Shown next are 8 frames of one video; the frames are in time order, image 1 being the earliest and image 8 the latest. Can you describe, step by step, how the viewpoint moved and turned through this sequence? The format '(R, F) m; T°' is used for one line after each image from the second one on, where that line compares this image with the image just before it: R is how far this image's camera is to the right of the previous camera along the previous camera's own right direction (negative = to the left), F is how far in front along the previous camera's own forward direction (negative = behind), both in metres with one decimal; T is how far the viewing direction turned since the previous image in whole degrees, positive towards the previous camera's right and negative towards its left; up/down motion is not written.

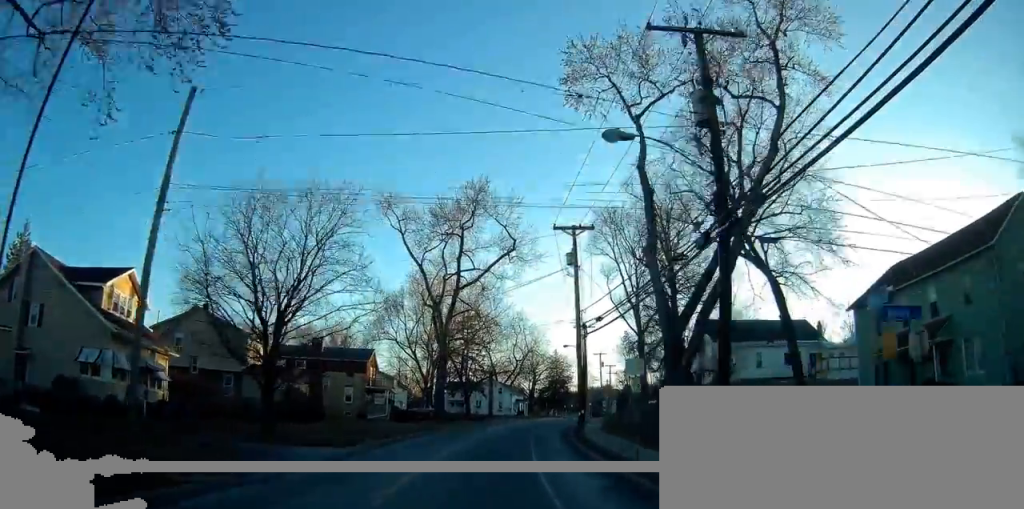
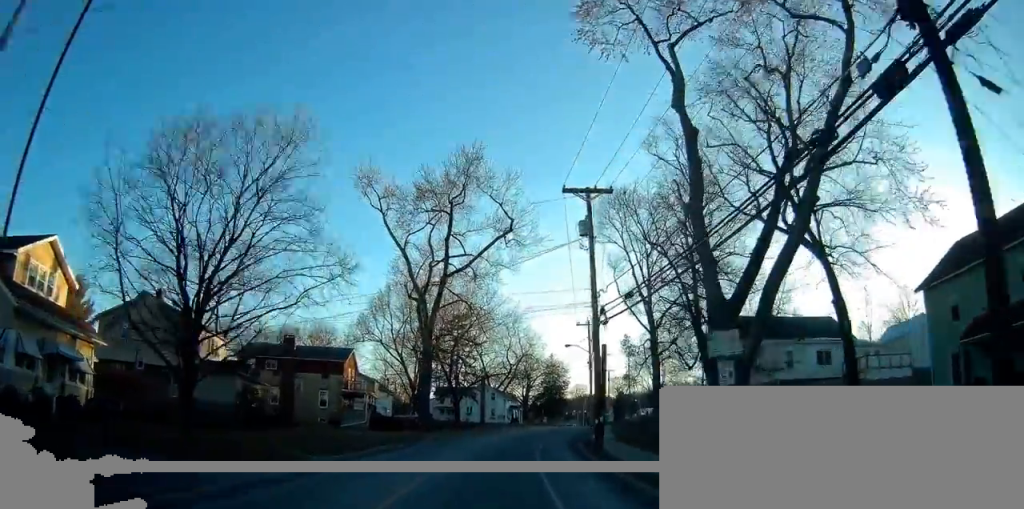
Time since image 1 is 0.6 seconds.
(-0.3, +7.2) m; -1°
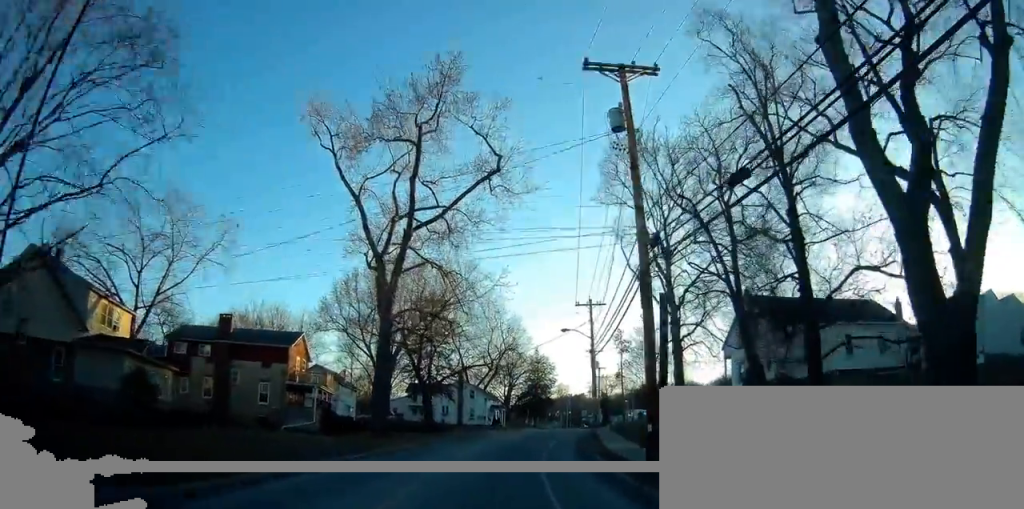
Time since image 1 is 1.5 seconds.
(+0.2, +10.9) m; +2°
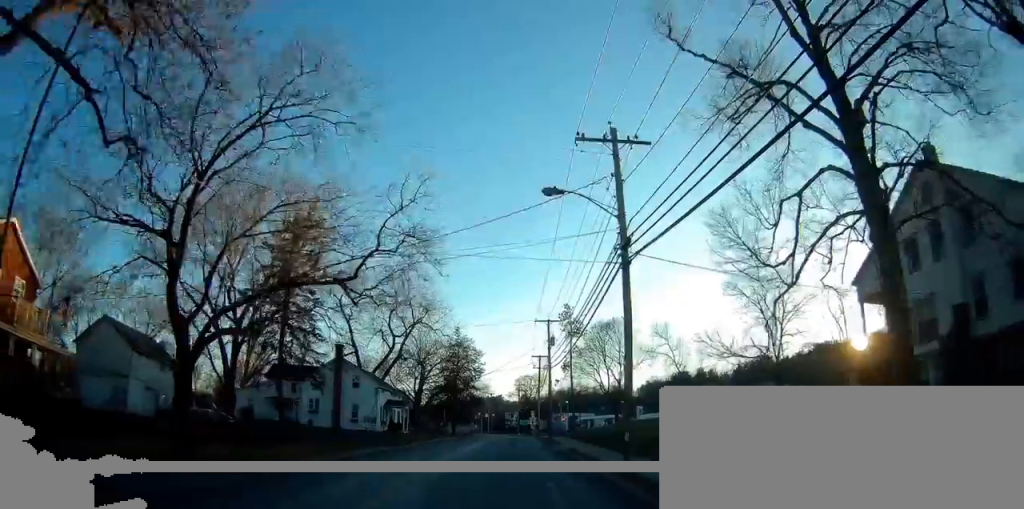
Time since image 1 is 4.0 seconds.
(+1.8, +28.5) m; +8°
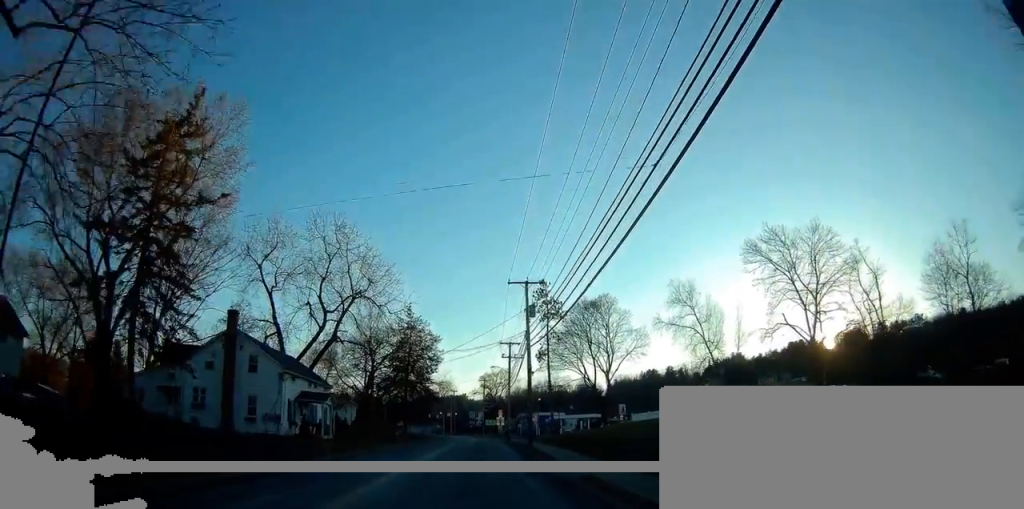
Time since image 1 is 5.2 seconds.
(+0.7, +15.0) m; +3°
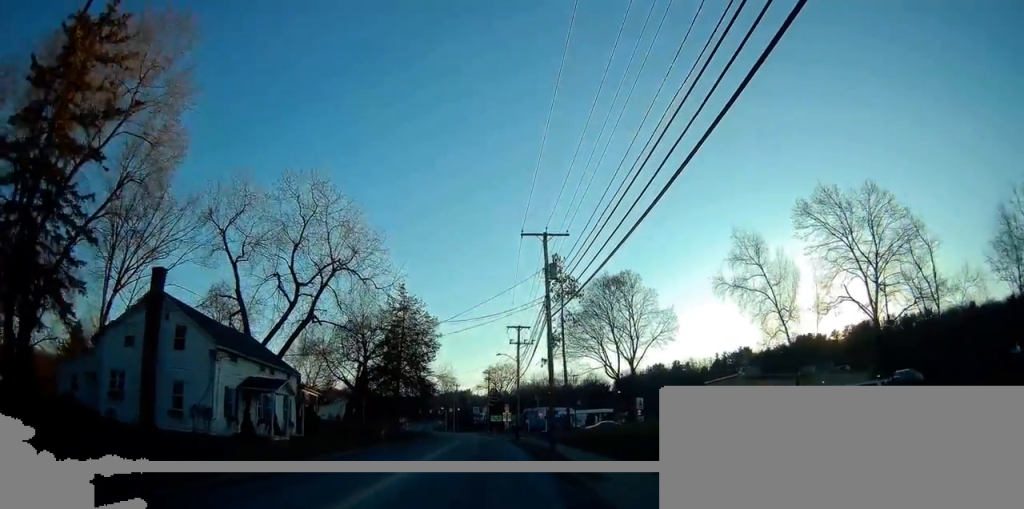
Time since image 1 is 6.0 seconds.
(0.0, +9.4) m; 0°
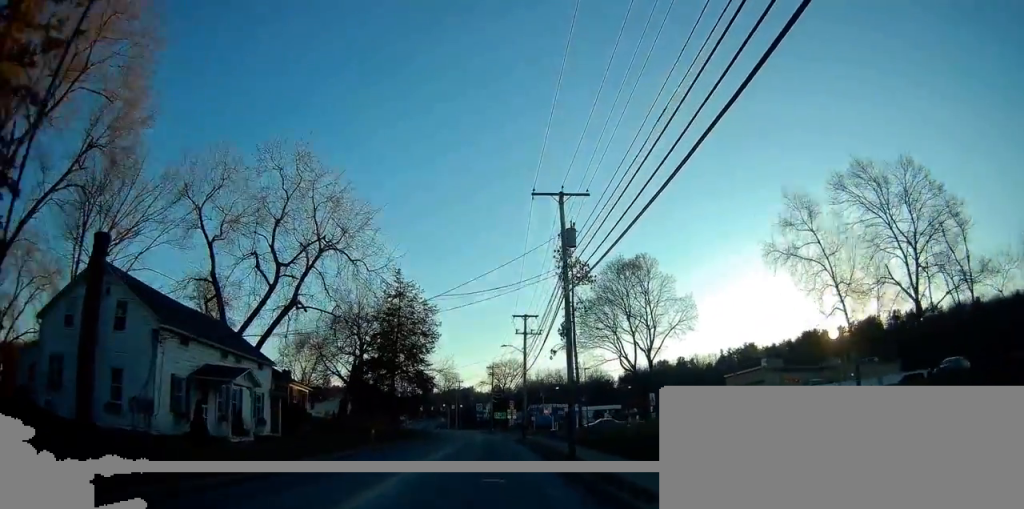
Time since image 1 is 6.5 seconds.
(-0.1, +5.0) m; 0°
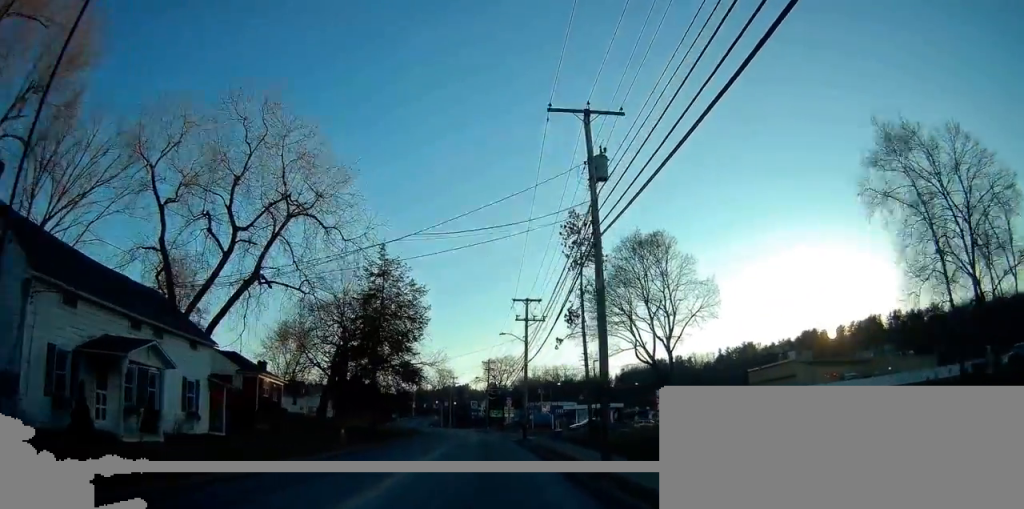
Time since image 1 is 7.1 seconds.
(0.0, +6.9) m; 0°
